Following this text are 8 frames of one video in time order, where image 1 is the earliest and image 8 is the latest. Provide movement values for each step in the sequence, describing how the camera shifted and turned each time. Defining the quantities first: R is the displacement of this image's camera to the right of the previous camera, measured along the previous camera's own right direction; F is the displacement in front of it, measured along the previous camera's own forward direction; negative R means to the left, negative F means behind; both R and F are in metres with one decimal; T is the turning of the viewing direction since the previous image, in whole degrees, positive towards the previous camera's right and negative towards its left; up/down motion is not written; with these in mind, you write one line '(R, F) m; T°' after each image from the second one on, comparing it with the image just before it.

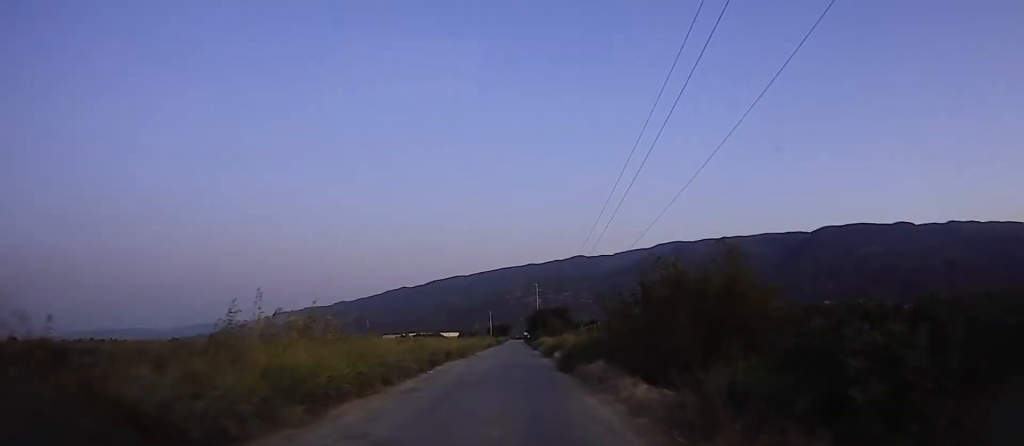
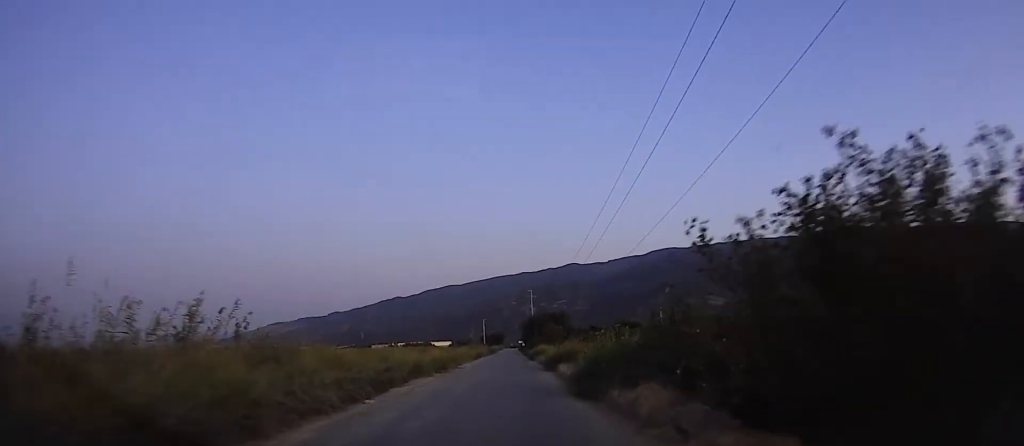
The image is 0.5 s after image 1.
(+0.2, +8.6) m; +1°
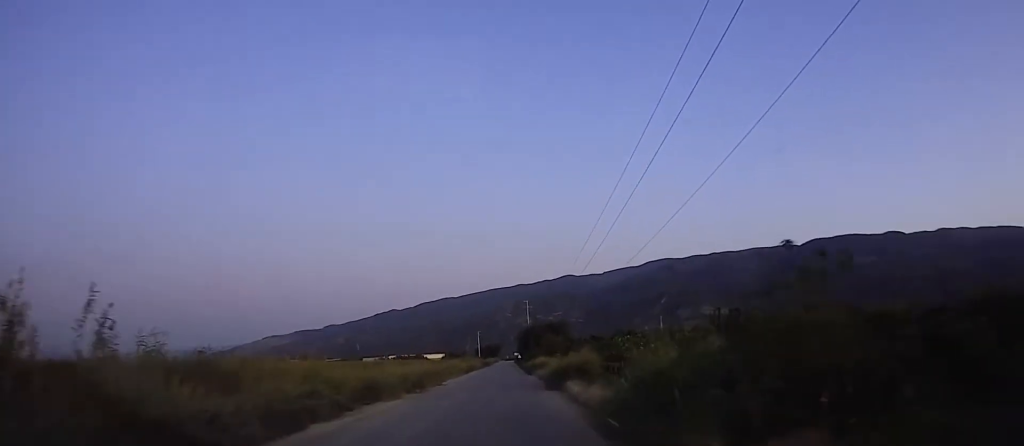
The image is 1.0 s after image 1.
(0.0, +7.0) m; +1°
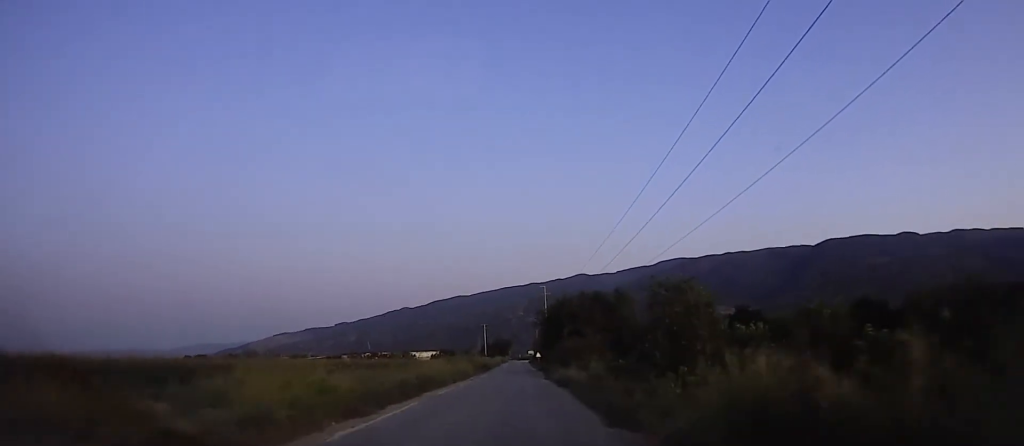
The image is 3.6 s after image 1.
(+0.3, +39.8) m; -2°
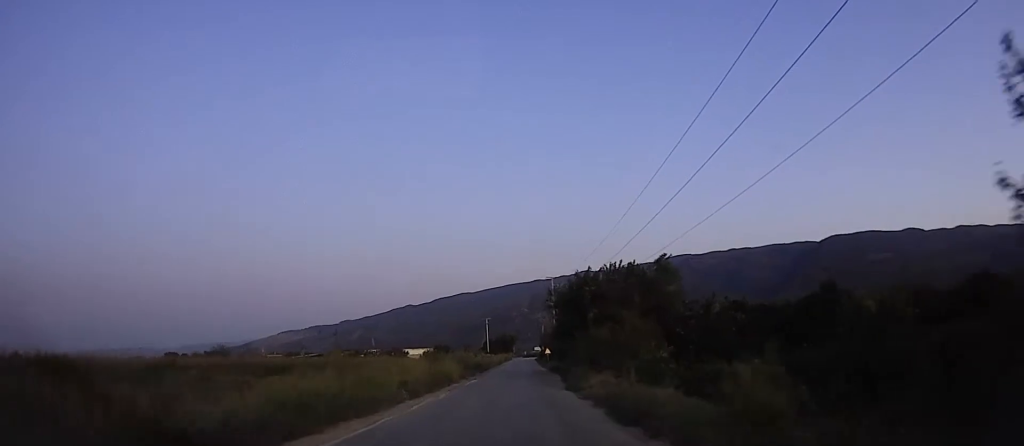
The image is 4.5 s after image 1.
(-0.5, +13.7) m; -1°
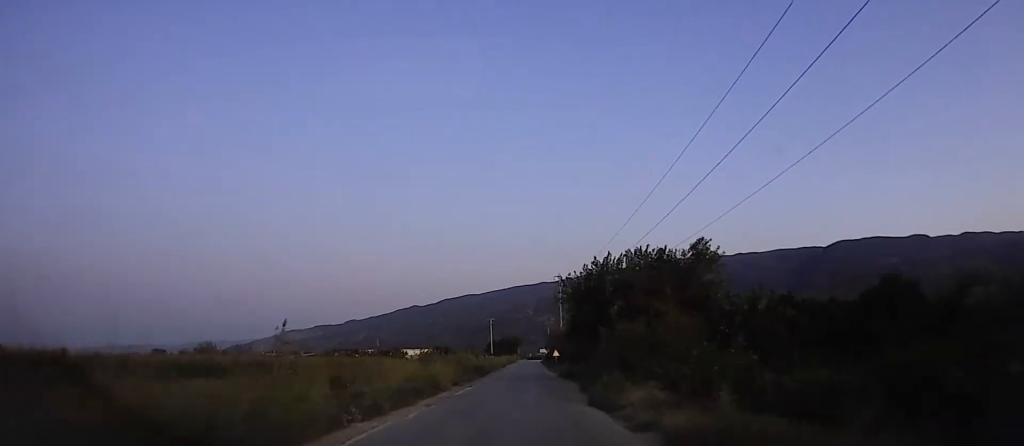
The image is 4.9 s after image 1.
(-0.3, +6.3) m; 0°
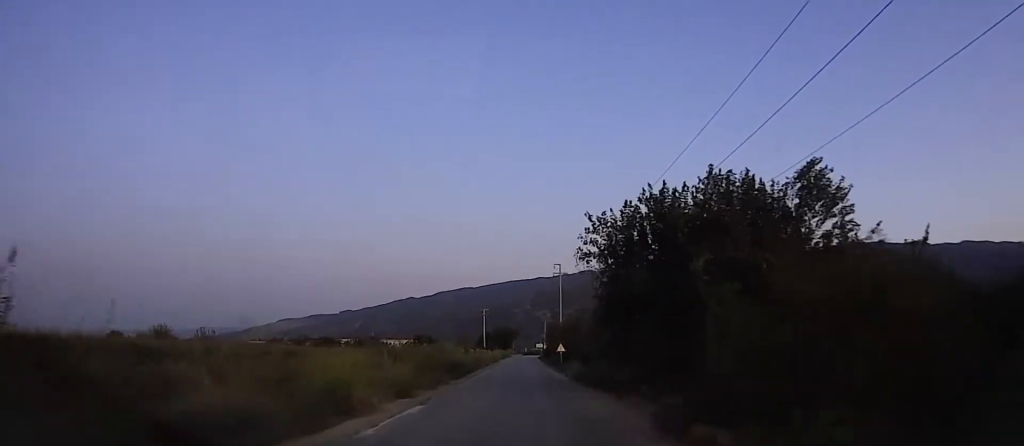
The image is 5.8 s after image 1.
(+0.6, +12.5) m; +3°
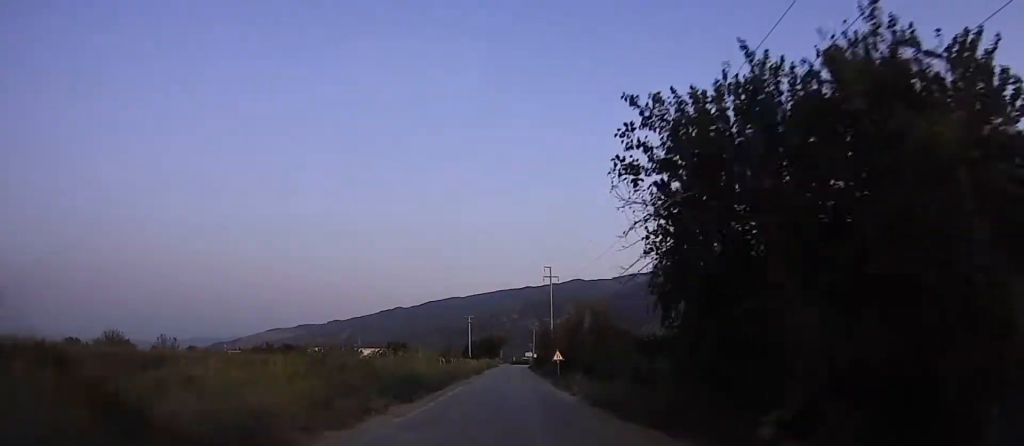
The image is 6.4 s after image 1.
(+0.1, +9.1) m; -1°
